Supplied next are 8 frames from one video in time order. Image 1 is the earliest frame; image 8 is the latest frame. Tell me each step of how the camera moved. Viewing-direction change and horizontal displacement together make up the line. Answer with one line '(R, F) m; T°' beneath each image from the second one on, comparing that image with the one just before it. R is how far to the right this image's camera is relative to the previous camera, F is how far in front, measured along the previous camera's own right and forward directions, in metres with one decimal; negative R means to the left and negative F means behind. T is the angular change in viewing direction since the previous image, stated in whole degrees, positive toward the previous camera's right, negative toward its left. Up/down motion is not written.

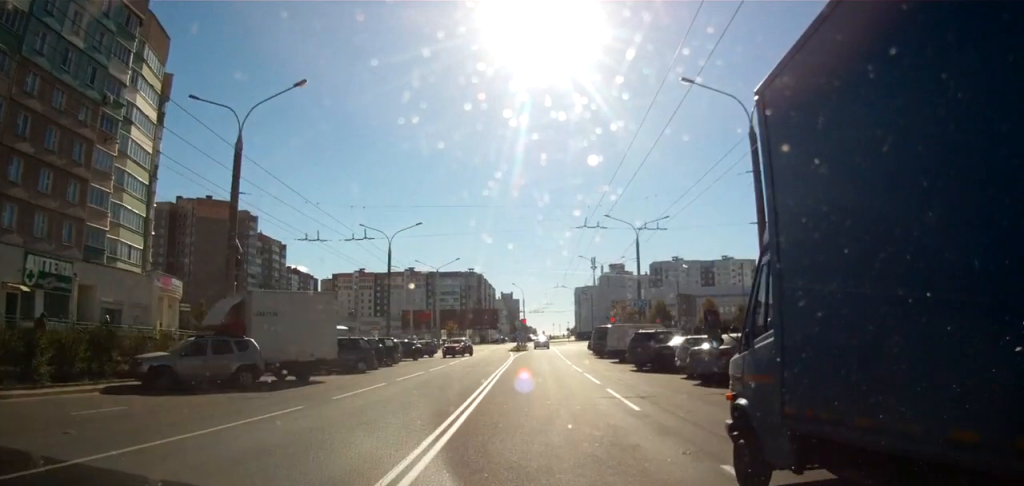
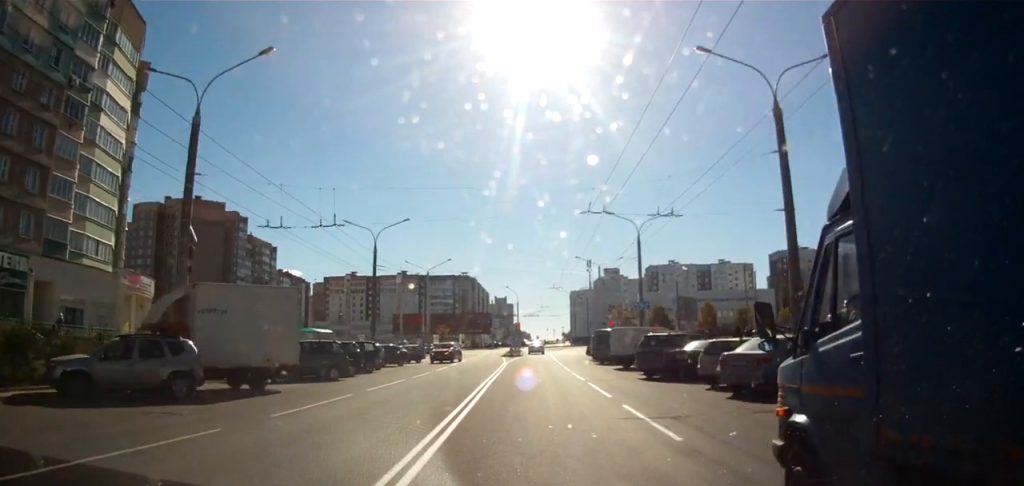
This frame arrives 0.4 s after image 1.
(-0.1, +3.6) m; 0°
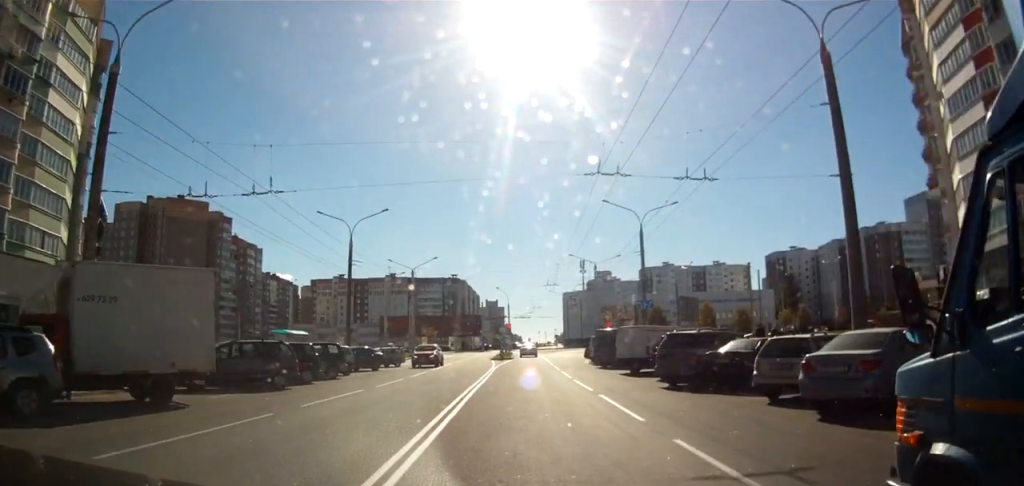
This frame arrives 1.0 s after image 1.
(-0.1, +5.1) m; -1°
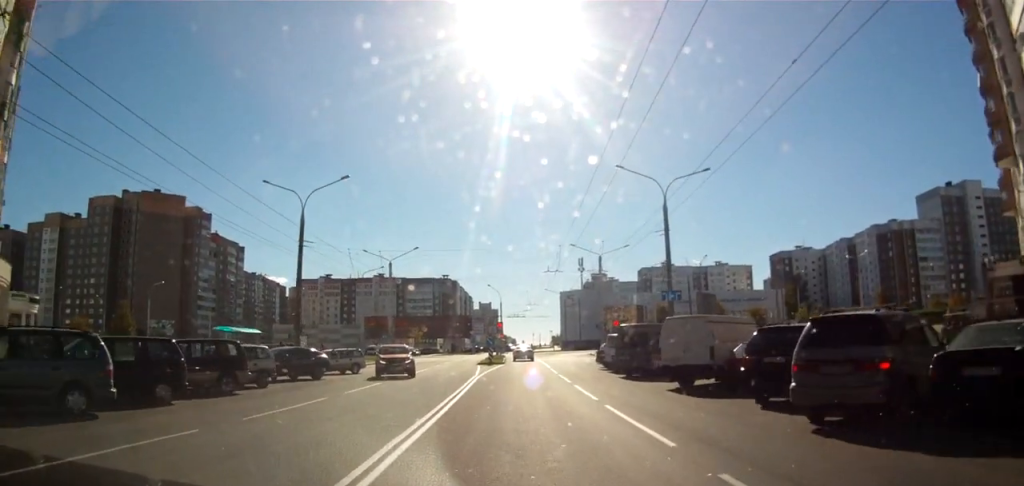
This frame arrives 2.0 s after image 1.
(0.0, +10.5) m; -1°
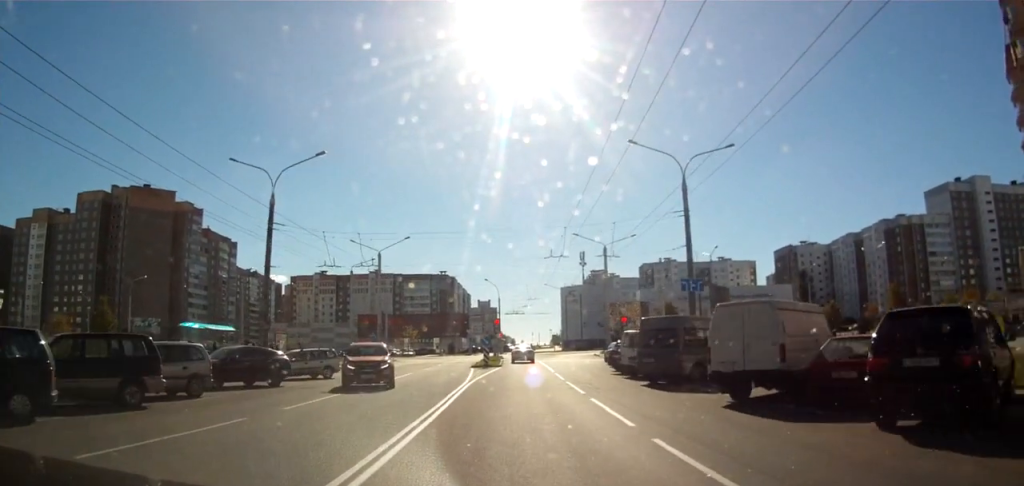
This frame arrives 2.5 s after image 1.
(-0.1, +4.9) m; 0°
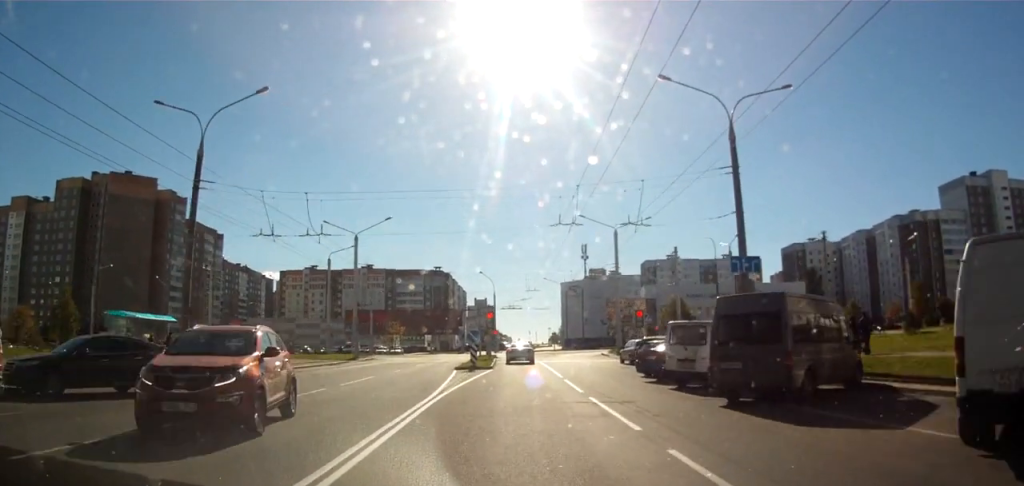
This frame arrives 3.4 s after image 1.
(-0.1, +8.7) m; 0°
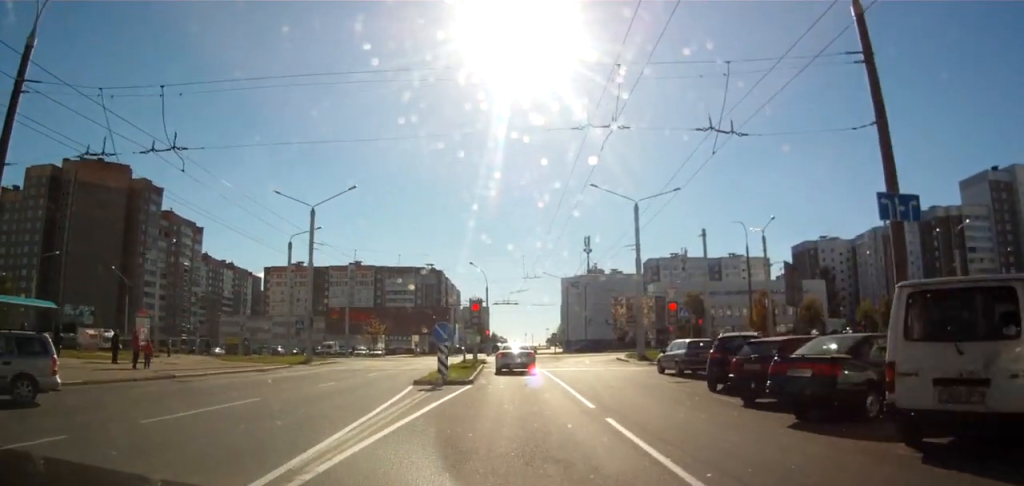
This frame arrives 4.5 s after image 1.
(+0.2, +11.9) m; +2°
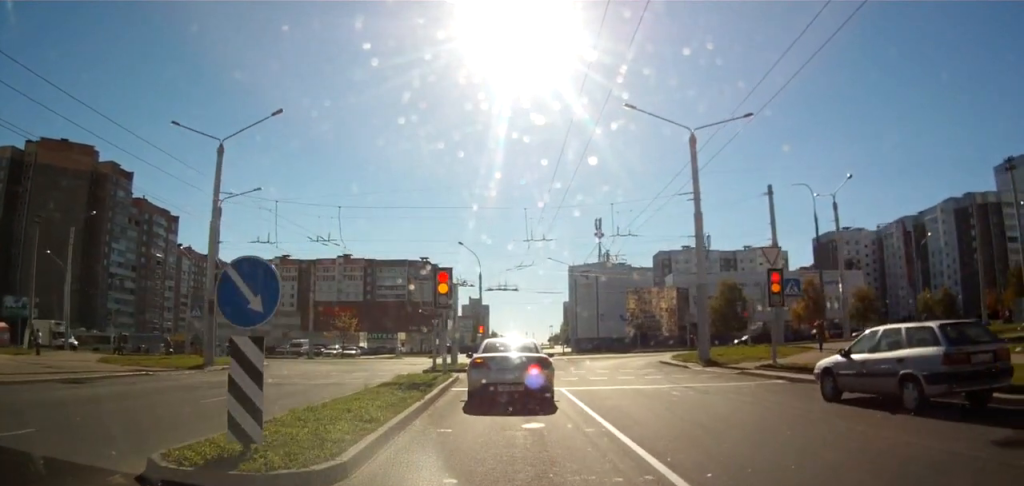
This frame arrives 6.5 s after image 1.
(+0.2, +17.9) m; -1°
